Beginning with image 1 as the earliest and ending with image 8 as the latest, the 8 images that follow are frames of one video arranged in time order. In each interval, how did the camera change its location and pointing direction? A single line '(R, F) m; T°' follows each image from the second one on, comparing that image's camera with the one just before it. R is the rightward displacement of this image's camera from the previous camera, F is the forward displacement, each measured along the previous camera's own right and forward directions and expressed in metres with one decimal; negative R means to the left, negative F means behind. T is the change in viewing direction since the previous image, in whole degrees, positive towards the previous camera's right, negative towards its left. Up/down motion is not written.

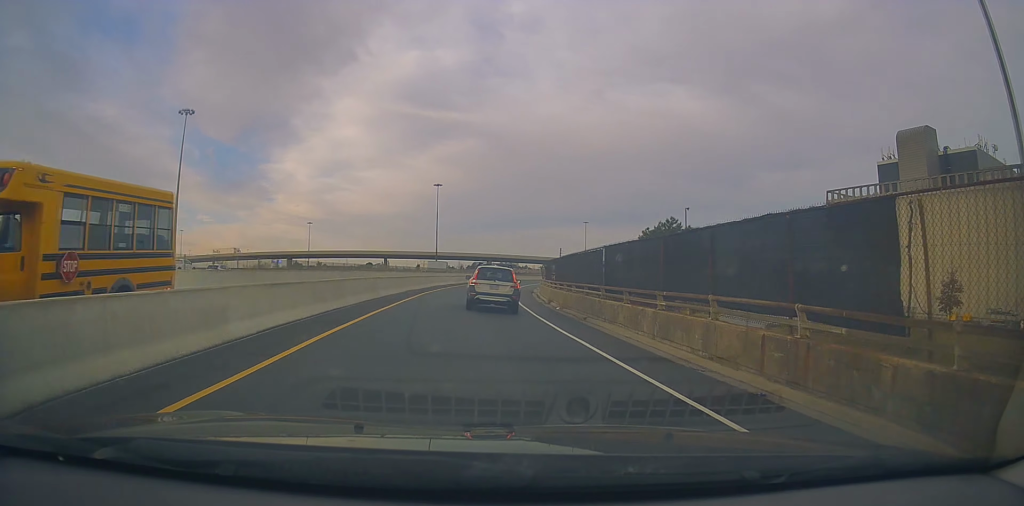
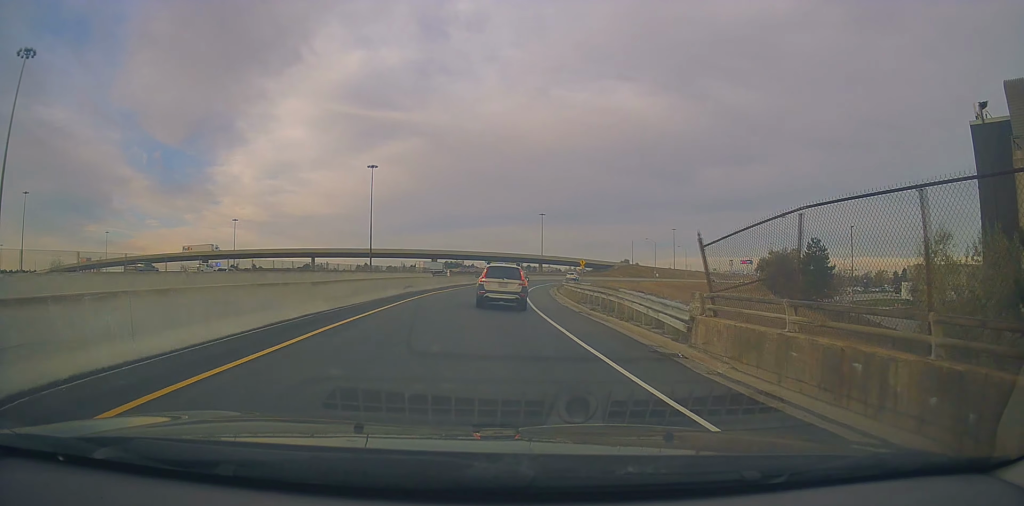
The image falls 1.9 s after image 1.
(+1.0, +39.0) m; +3°
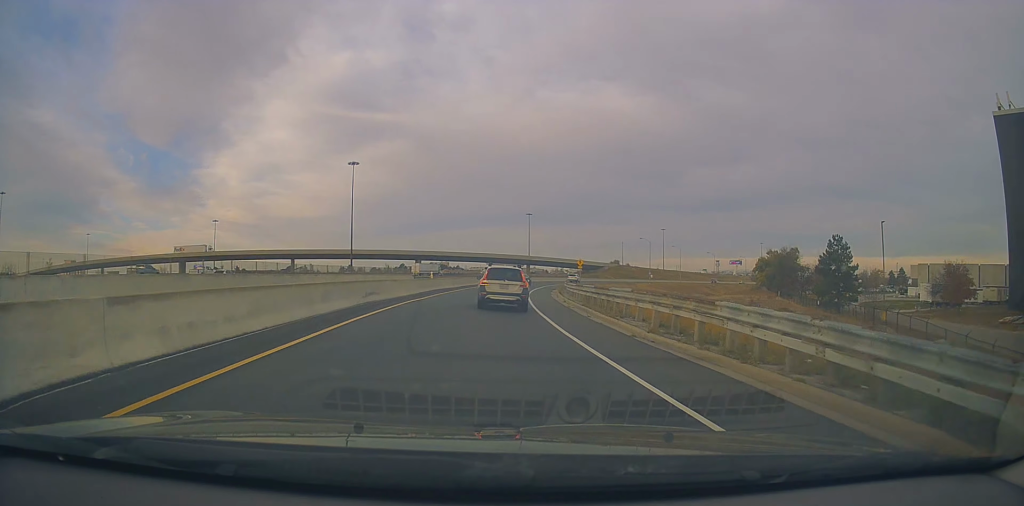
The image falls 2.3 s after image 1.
(-0.1, +8.9) m; +1°
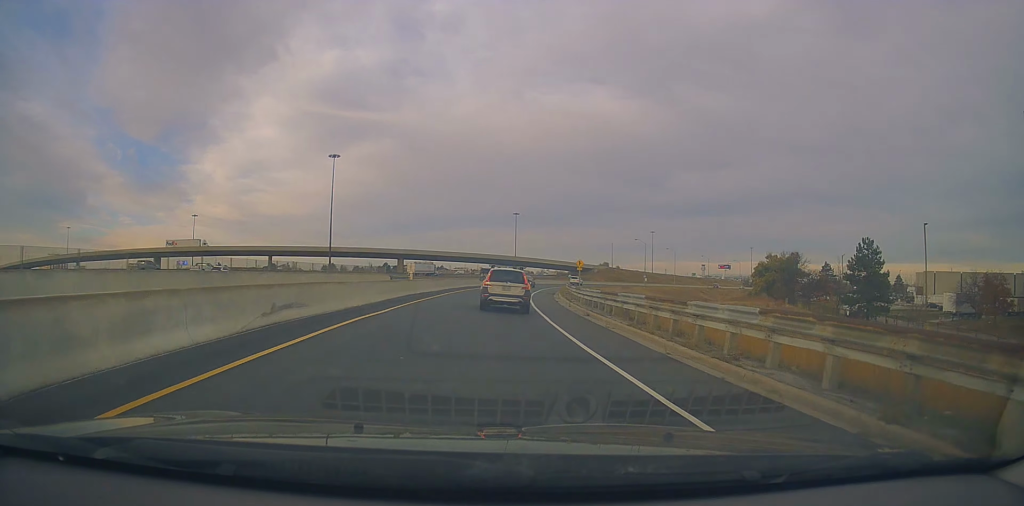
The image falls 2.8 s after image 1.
(0.0, +8.8) m; +1°
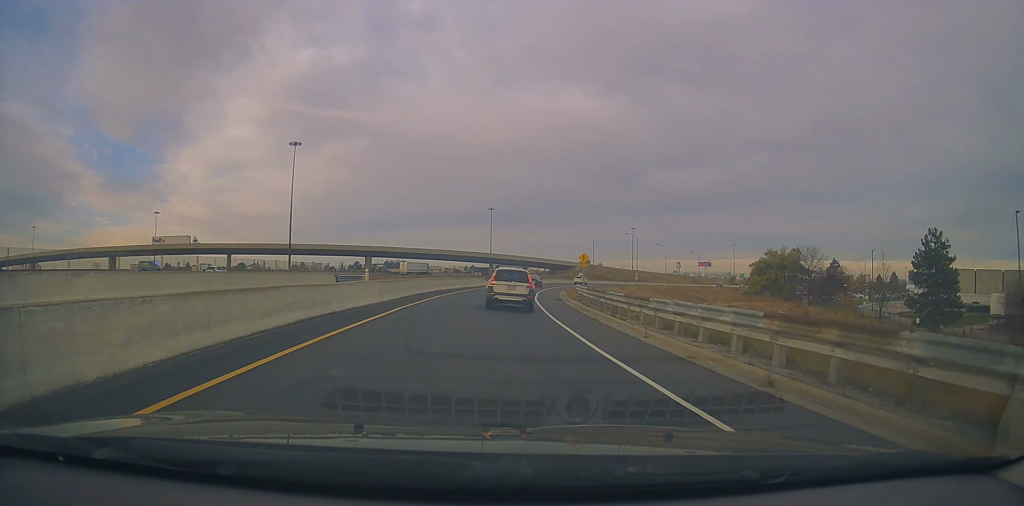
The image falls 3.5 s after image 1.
(+0.2, +15.4) m; +3°
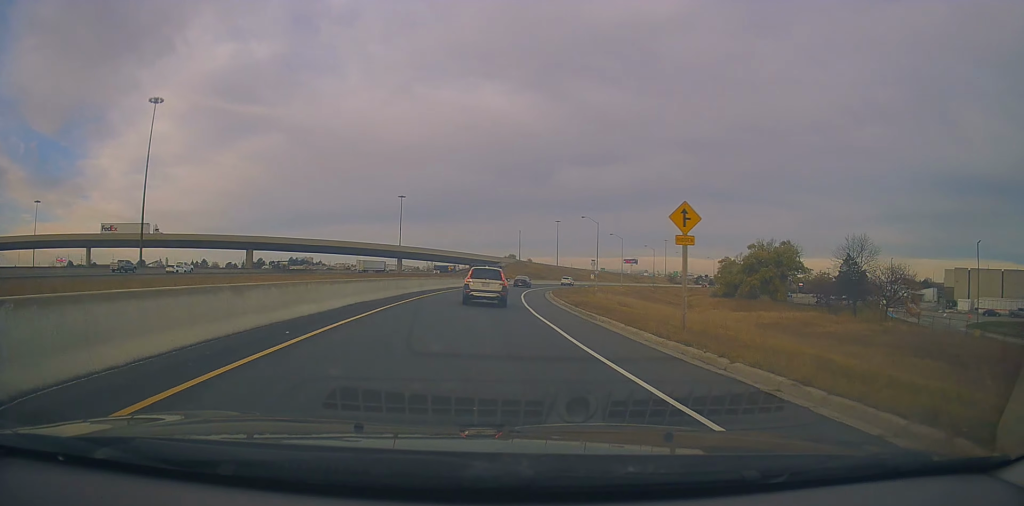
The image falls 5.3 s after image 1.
(+3.7, +38.0) m; +10°
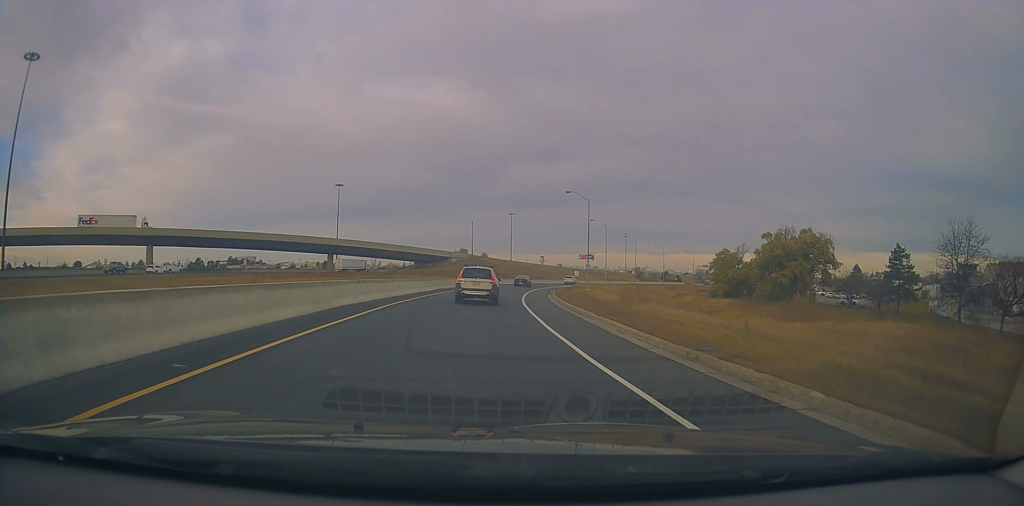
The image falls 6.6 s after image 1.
(+1.2, +28.7) m; +5°
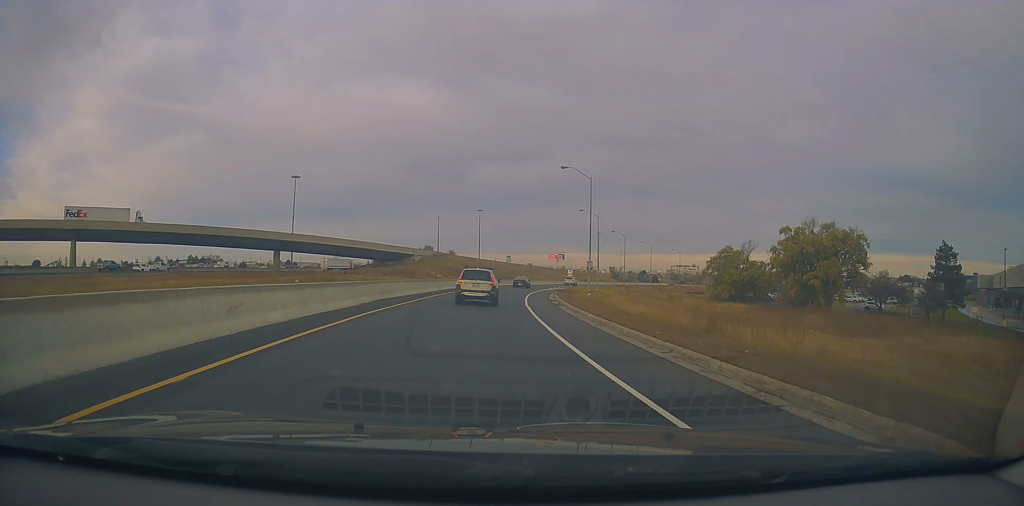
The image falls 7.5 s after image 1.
(+0.3, +18.3) m; +4°
